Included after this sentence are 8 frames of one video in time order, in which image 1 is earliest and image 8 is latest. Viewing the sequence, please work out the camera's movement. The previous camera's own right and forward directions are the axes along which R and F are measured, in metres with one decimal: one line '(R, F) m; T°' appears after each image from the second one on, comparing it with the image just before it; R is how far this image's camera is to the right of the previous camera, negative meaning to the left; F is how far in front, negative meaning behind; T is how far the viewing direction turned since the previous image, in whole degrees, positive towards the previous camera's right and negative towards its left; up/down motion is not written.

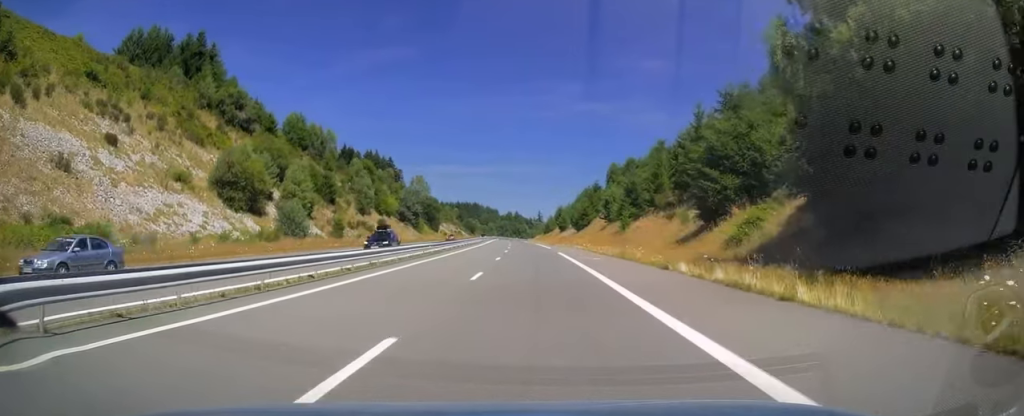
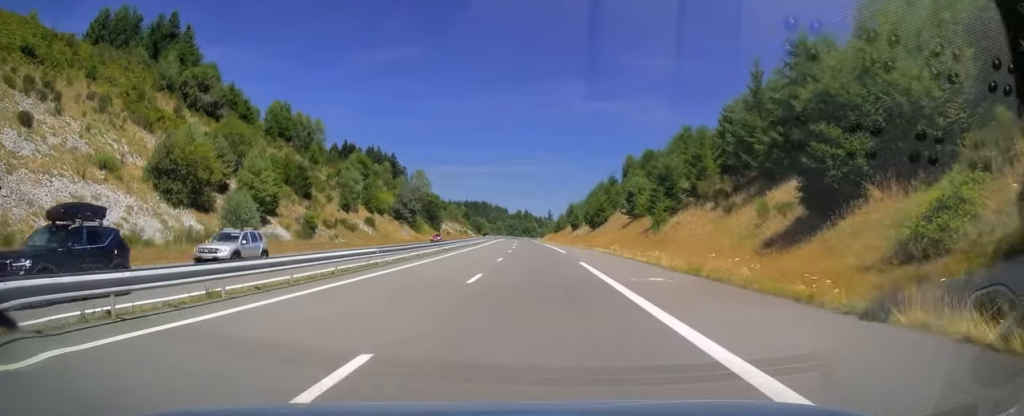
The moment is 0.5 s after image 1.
(-0.1, +14.4) m; -1°
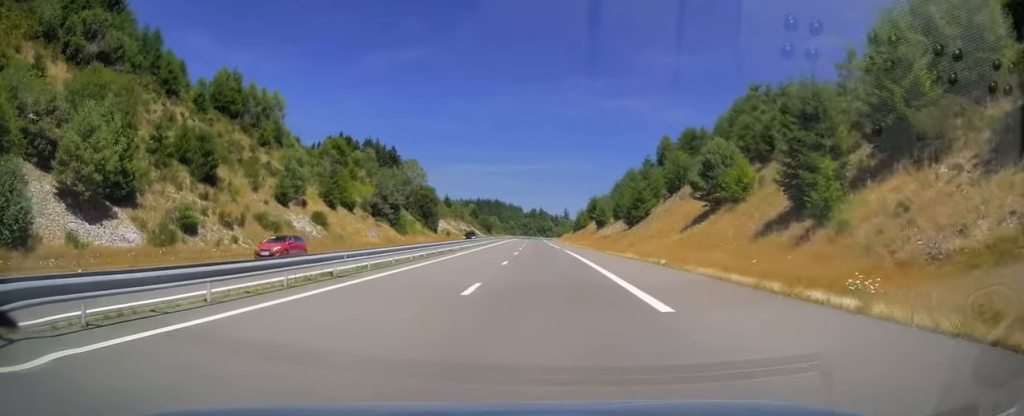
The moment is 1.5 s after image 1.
(-0.4, +29.3) m; -1°
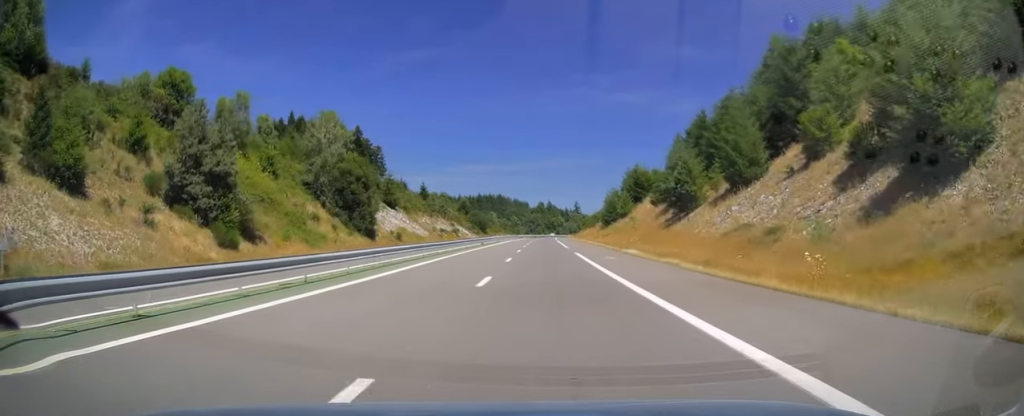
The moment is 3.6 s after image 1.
(-0.6, +63.2) m; -1°
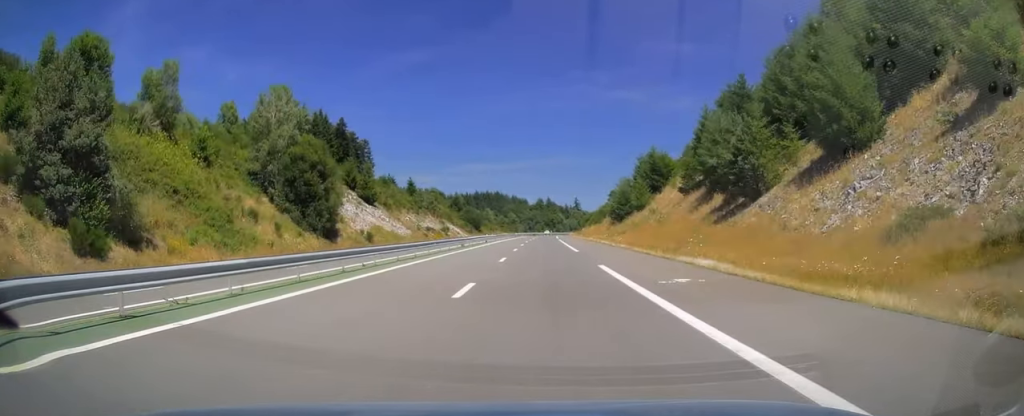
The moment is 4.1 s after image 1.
(0.0, +16.4) m; 0°
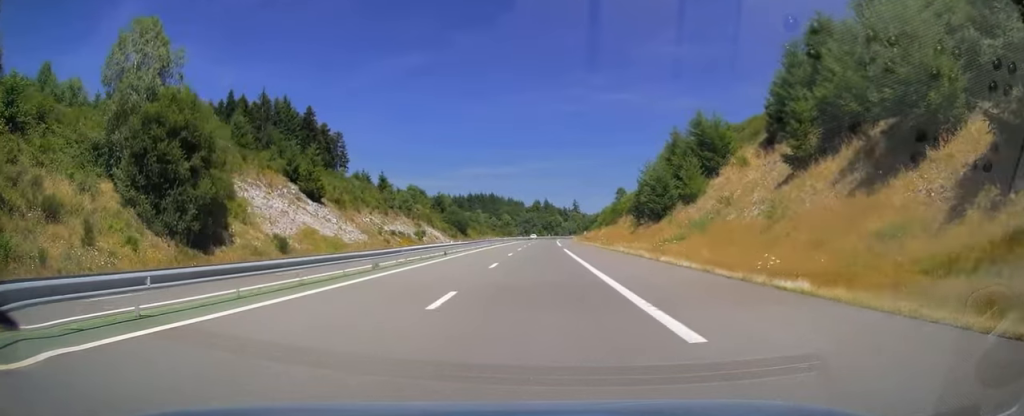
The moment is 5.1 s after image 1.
(0.0, +27.0) m; 0°
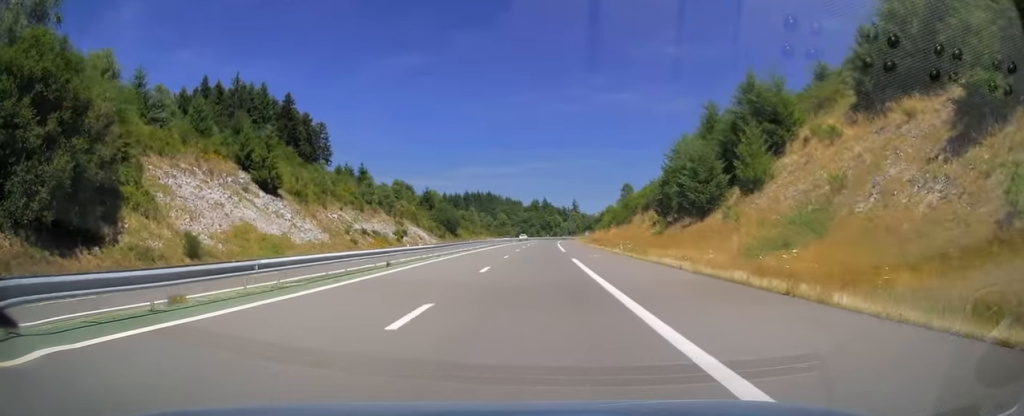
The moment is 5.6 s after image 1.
(0.0, +15.3) m; 0°
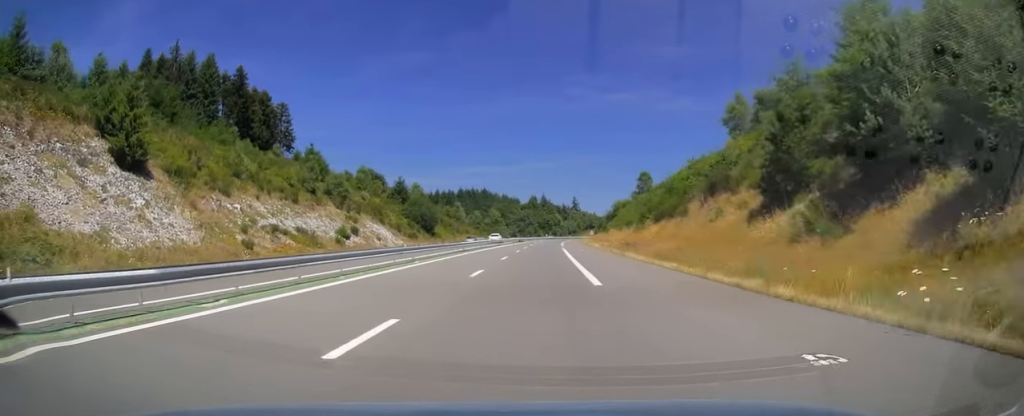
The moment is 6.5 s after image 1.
(+0.1, +28.1) m; +1°
